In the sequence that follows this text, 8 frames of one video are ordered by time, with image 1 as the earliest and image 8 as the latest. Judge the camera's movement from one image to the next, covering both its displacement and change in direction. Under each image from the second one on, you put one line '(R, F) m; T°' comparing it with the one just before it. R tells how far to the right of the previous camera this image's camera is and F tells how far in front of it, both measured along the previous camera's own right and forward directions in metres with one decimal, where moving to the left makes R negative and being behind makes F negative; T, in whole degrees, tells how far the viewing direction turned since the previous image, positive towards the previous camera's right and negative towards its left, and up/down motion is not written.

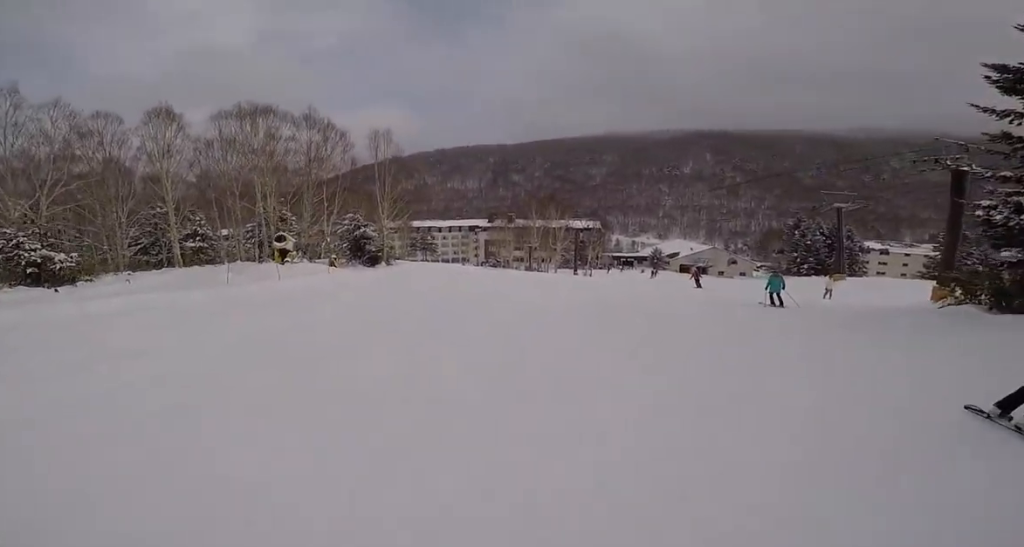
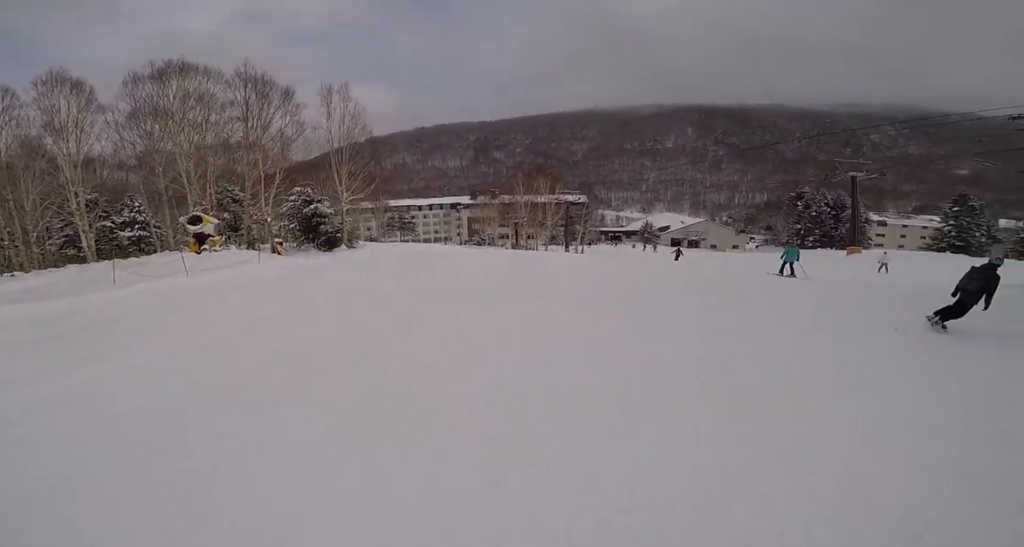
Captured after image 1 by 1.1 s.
(0.0, +5.8) m; +8°
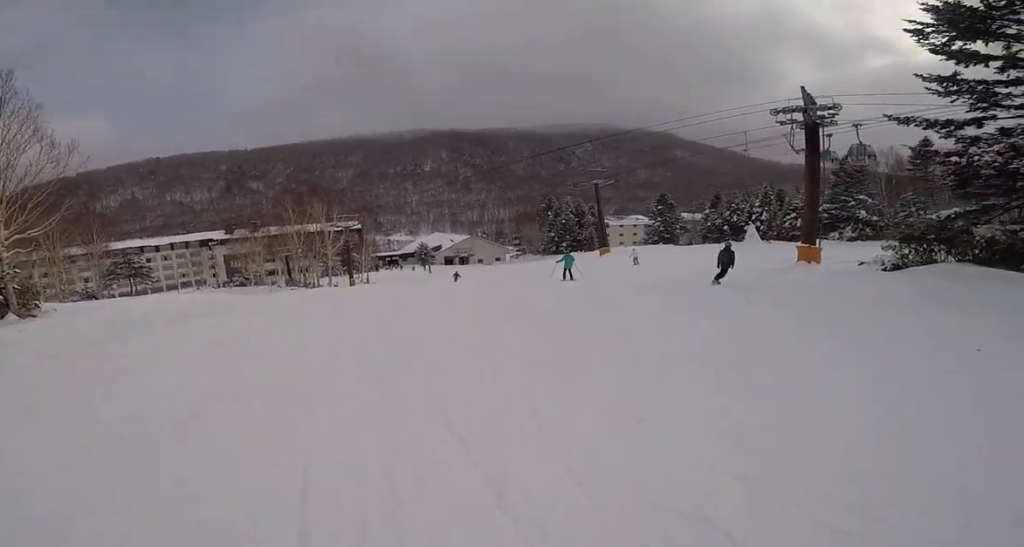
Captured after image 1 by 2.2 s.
(+1.0, +5.4) m; +22°
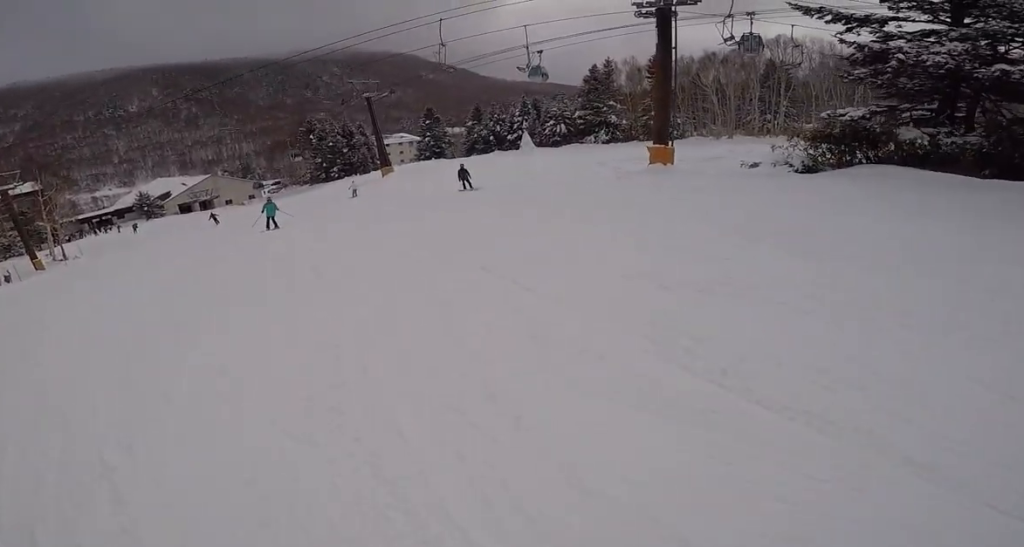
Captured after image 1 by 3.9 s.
(+1.3, +8.4) m; +6°
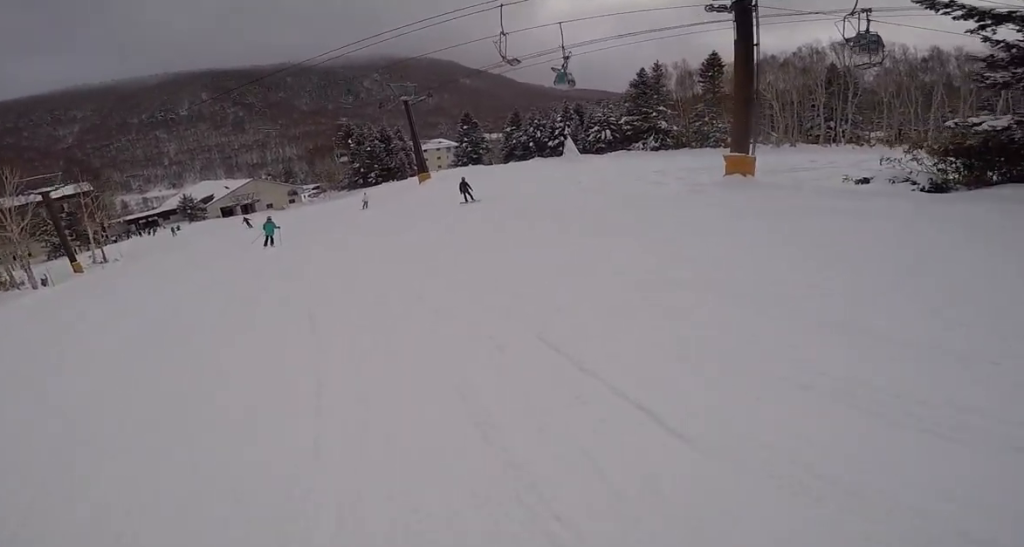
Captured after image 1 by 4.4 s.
(+0.1, +2.8) m; -6°
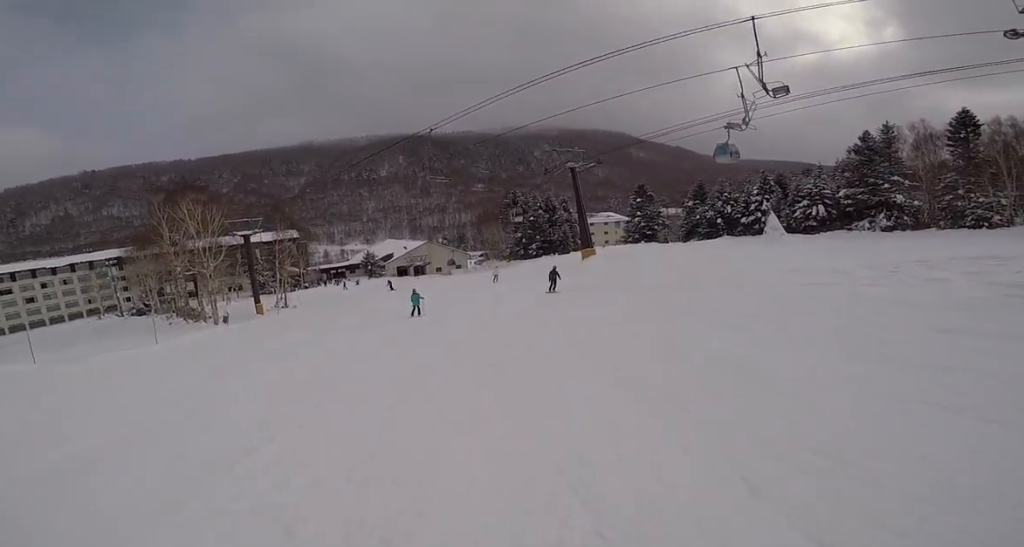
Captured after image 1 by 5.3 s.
(-0.6, +5.2) m; -9°
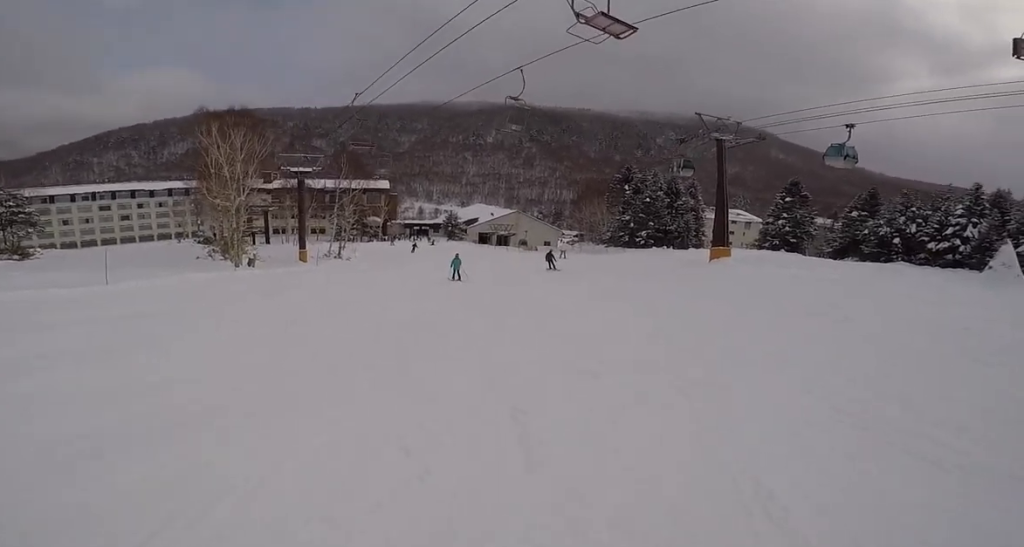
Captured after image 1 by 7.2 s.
(-1.7, +11.9) m; -16°
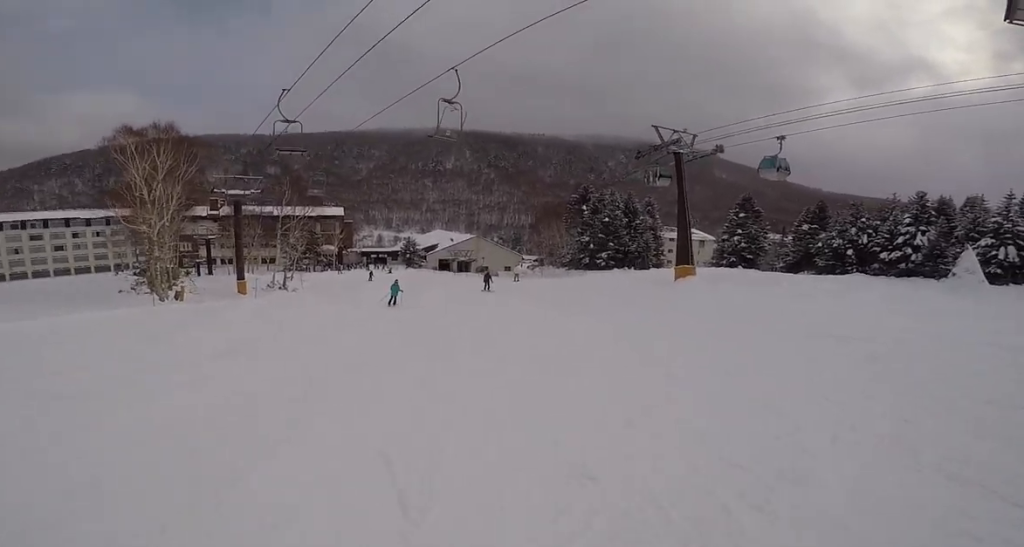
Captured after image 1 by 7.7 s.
(-0.1, +3.0) m; -4°
